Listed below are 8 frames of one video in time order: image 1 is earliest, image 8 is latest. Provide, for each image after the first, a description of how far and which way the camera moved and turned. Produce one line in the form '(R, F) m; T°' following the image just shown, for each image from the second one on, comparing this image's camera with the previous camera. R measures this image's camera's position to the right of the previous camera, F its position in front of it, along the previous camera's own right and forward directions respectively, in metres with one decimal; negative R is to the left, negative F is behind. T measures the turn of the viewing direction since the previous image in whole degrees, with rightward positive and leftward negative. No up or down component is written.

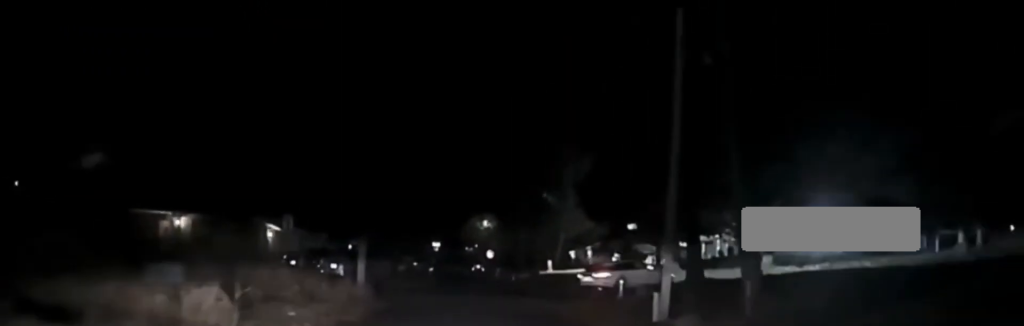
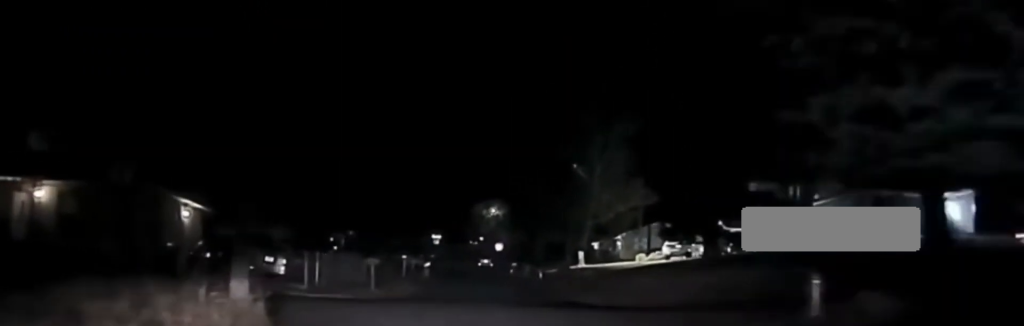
(0.0, +17.8) m; +3°
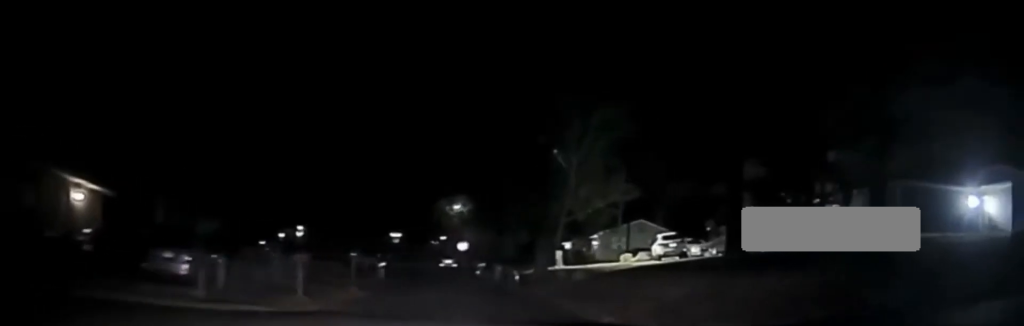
(+0.2, +8.1) m; +10°
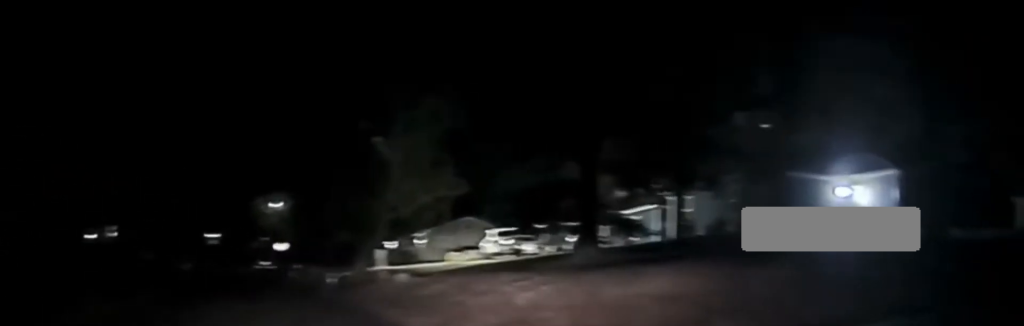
(+0.4, +5.8) m; +16°
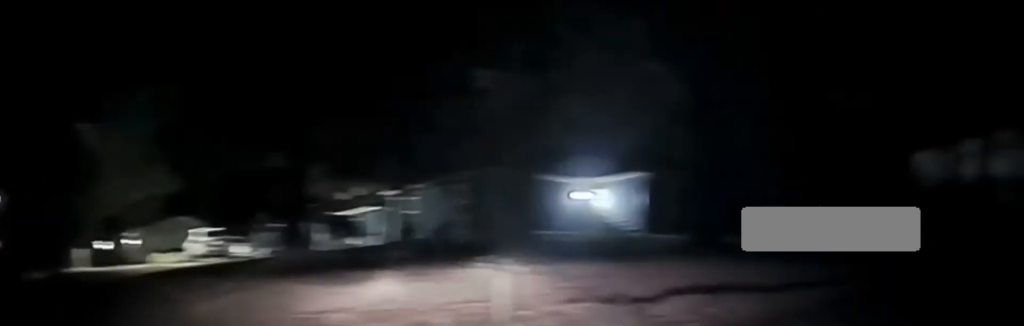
(+1.0, +3.6) m; +22°
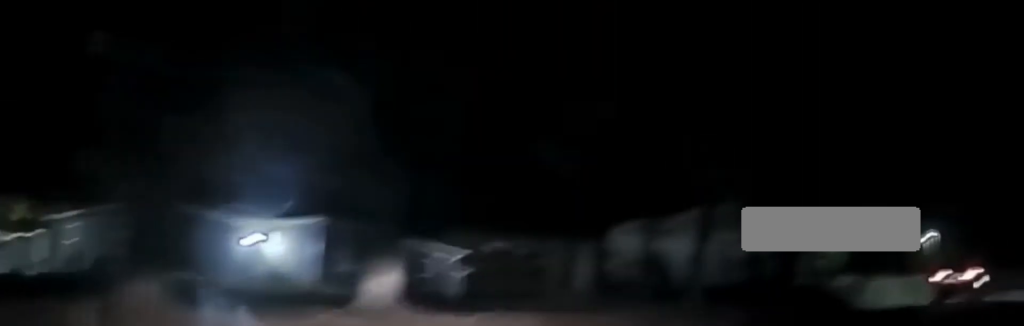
(+0.4, +3.3) m; +19°
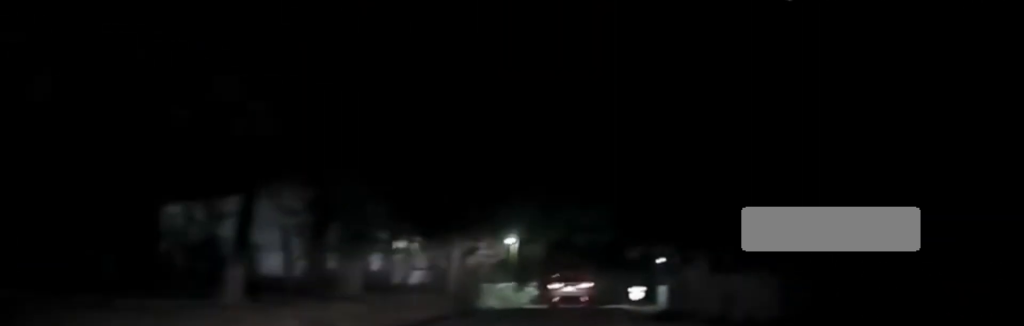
(+1.7, +5.6) m; +22°
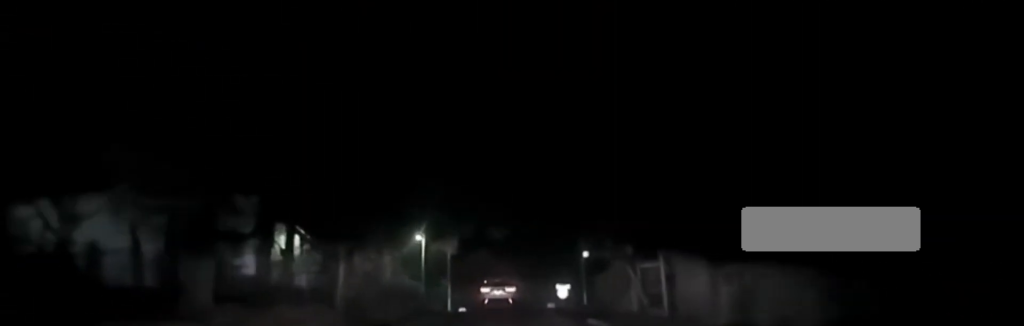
(+0.4, +8.5) m; 0°
